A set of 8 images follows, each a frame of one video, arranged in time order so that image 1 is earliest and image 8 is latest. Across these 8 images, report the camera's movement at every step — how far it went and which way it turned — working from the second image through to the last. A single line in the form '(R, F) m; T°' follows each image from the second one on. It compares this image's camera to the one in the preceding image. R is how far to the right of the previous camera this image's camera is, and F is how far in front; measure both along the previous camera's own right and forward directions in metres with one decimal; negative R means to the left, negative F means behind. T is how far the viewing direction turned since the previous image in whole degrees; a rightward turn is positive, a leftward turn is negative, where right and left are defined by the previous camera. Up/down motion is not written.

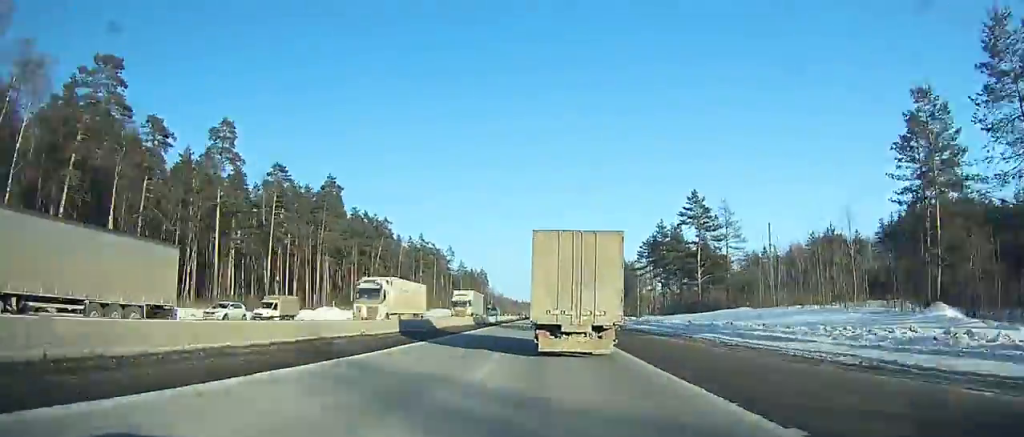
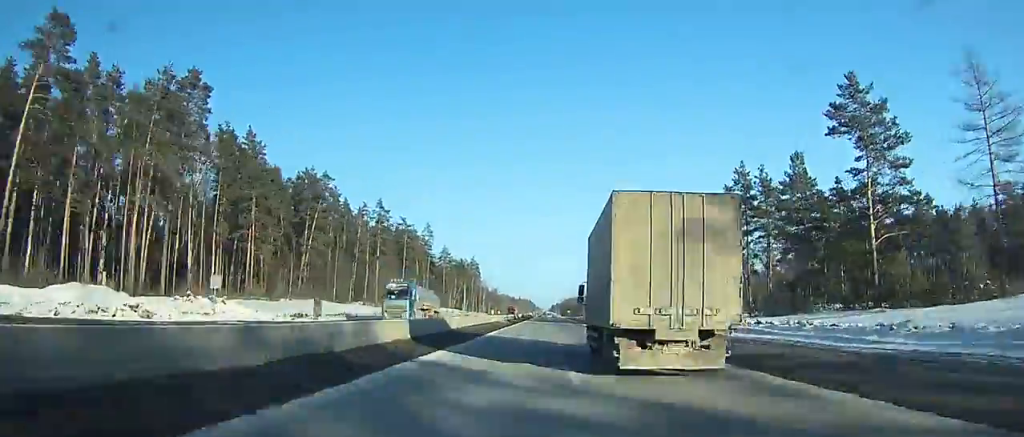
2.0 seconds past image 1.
(0.0, +51.8) m; 0°
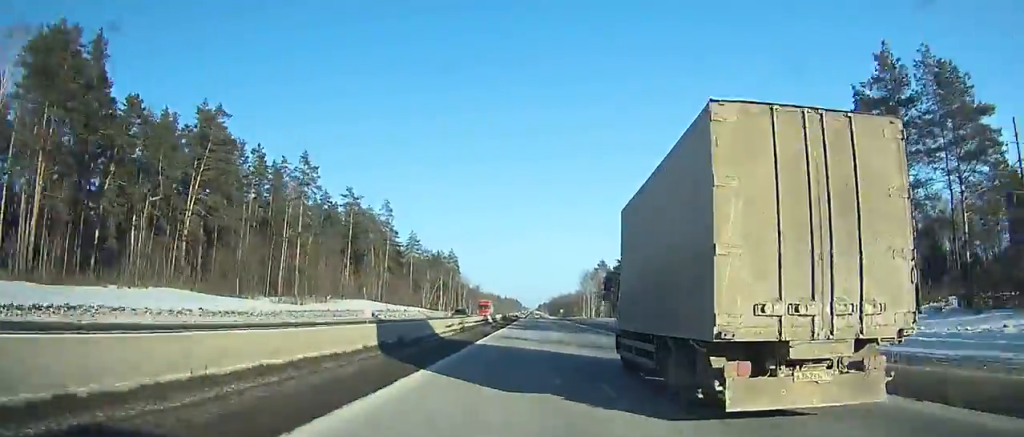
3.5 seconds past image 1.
(0.0, +38.7) m; 0°
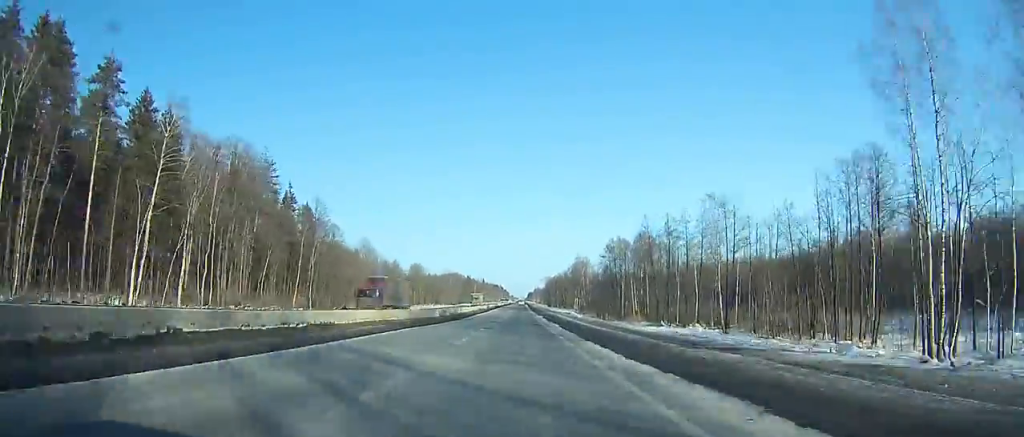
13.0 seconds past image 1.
(+4.6, +248.7) m; +1°
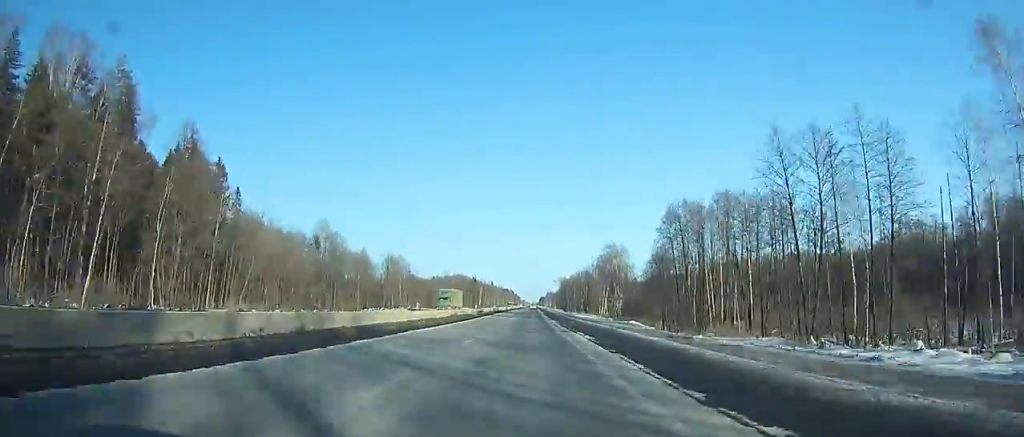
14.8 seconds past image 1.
(-0.7, +48.5) m; 0°
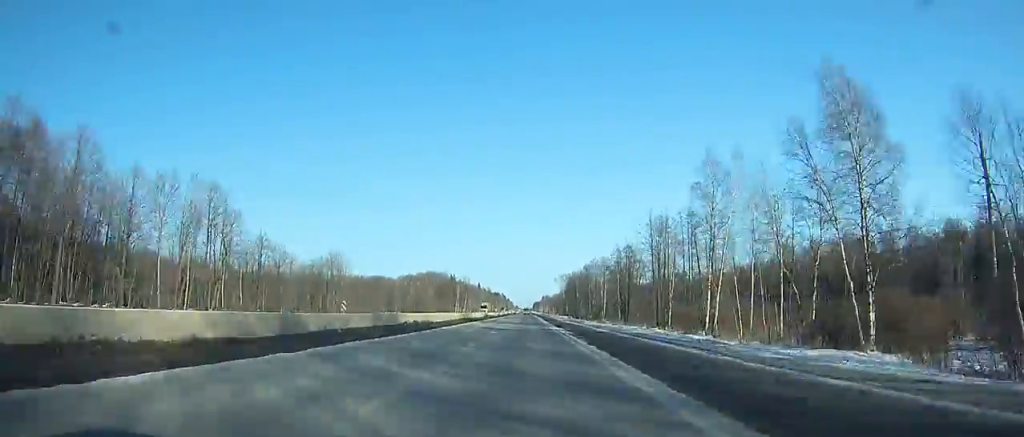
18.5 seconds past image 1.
(-0.2, +96.2) m; 0°
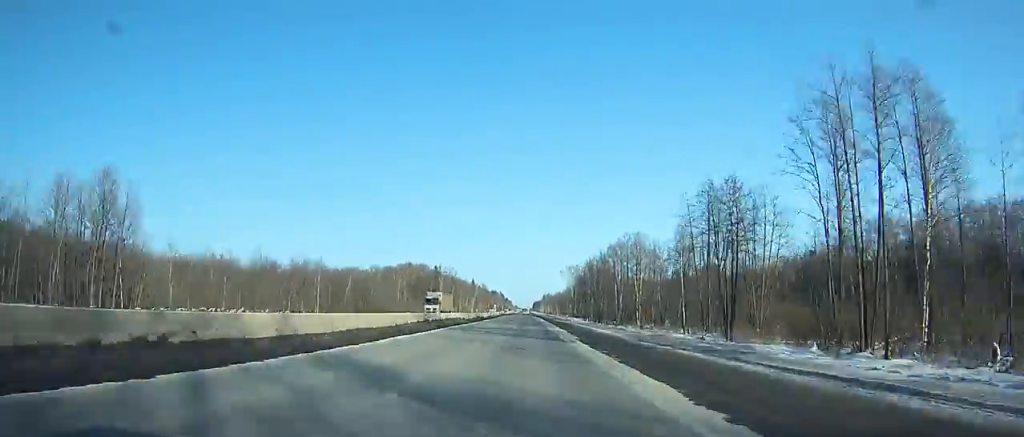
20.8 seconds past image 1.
(+0.2, +56.0) m; 0°
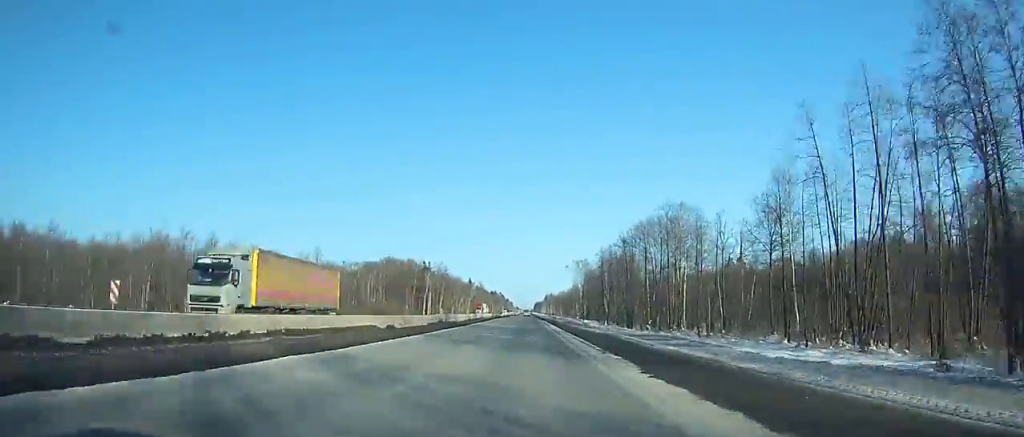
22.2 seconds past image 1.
(+0.1, +33.5) m; 0°
